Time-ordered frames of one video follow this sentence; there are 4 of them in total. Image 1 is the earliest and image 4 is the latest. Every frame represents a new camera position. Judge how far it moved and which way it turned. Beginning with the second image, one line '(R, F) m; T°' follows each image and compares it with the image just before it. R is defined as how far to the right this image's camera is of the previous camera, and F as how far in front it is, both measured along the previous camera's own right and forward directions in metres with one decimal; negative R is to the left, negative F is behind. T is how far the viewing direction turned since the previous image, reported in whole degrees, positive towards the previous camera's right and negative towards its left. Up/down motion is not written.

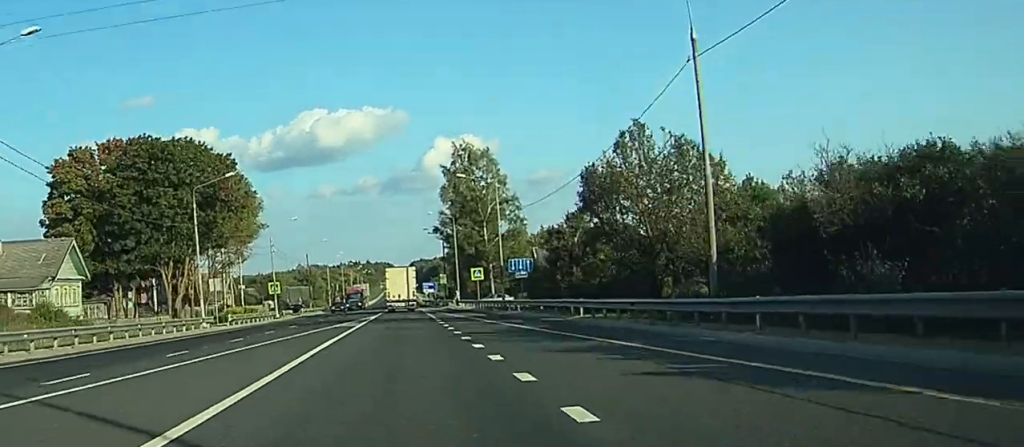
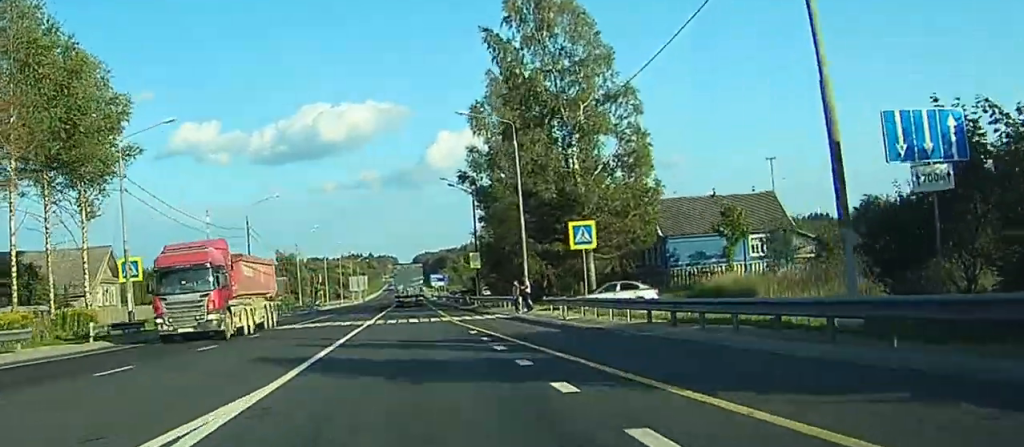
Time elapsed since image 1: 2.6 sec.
(+11.6, +52.4) m; +8°
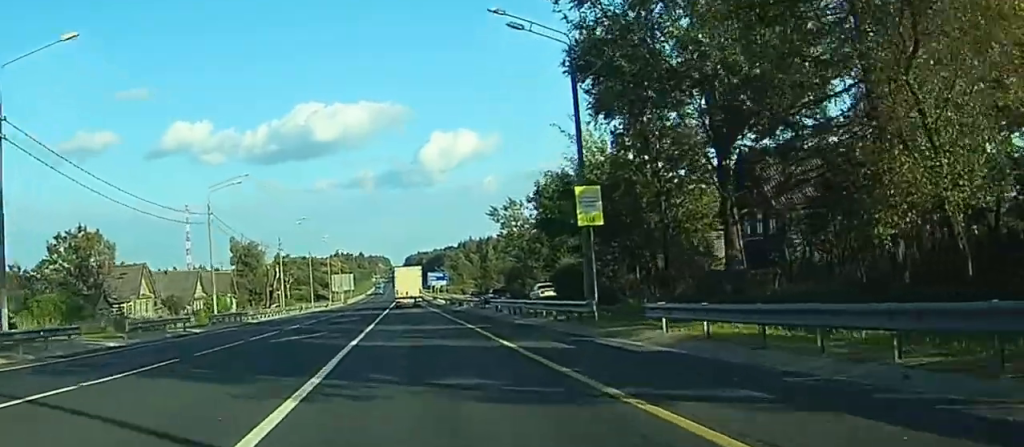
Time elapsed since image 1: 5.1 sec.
(-0.4, +50.3) m; 0°
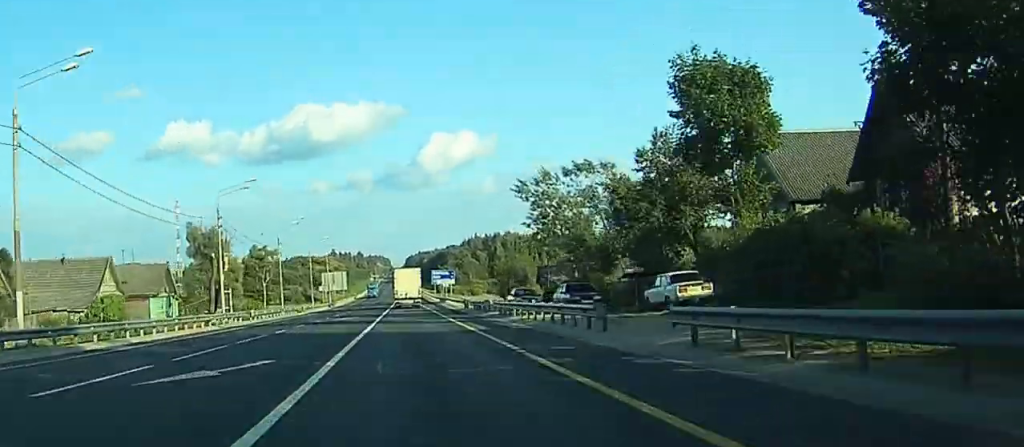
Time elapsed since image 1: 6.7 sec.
(+0.1, +33.0) m; 0°
